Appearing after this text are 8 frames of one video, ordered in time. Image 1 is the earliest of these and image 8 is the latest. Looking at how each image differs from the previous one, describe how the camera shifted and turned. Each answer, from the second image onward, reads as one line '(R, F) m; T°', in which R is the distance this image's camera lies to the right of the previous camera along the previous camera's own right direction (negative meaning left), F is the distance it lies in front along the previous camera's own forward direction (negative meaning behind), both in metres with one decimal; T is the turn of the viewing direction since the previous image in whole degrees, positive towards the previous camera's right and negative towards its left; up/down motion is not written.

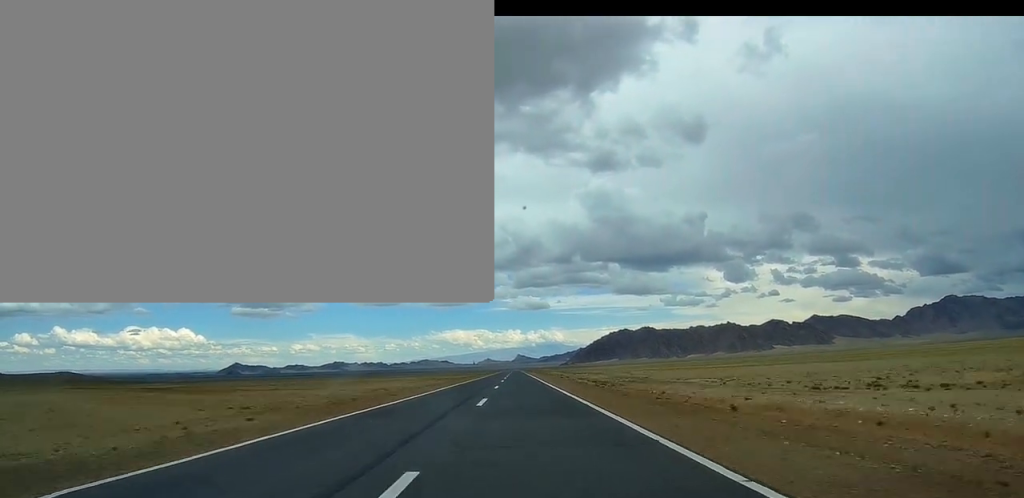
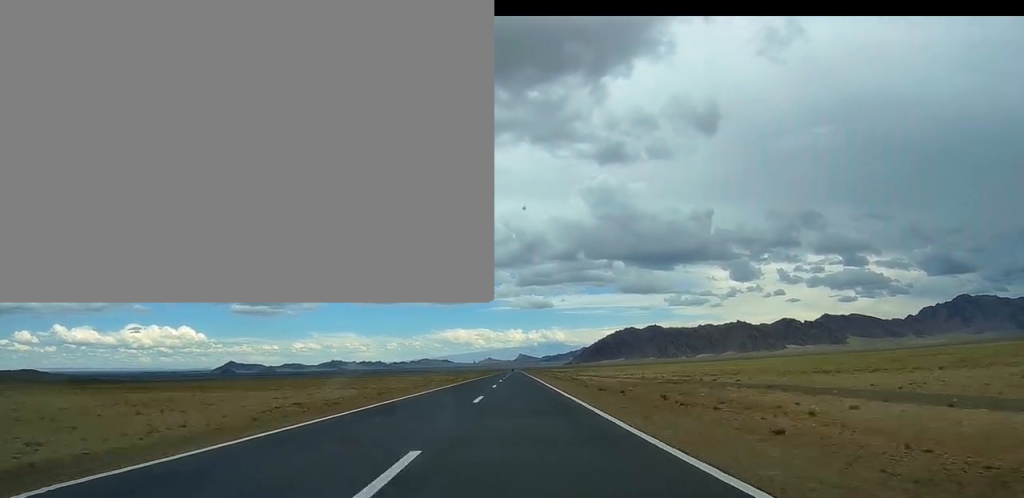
(-0.6, +222.1) m; 0°
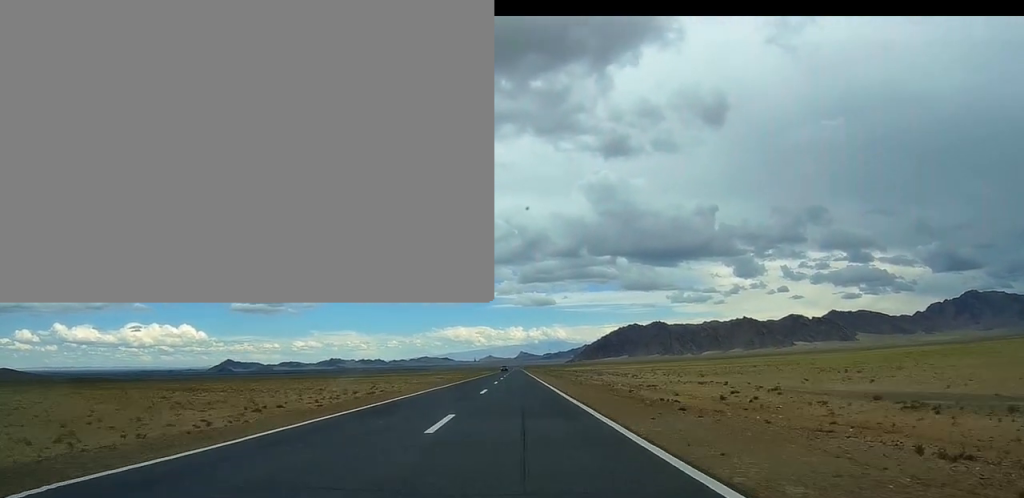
(-0.3, +132.3) m; 0°
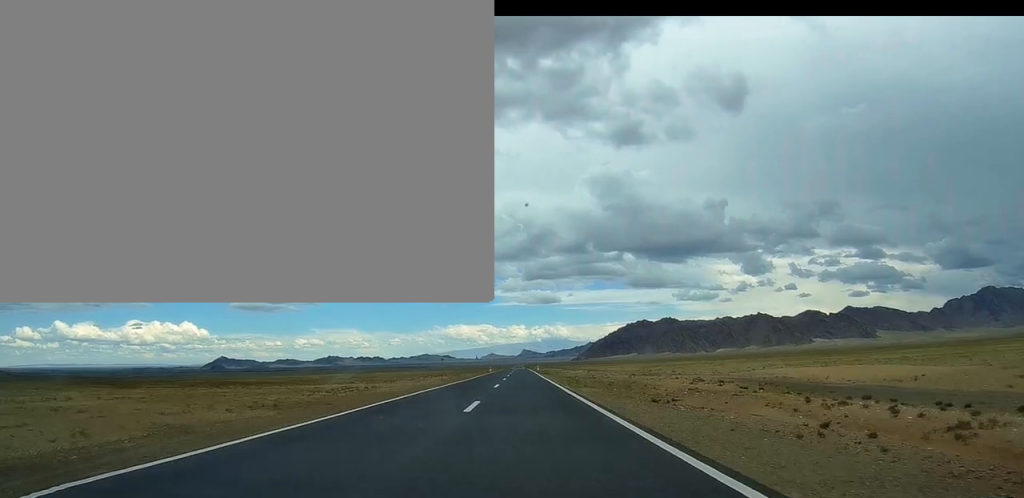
(+0.5, +276.7) m; 0°
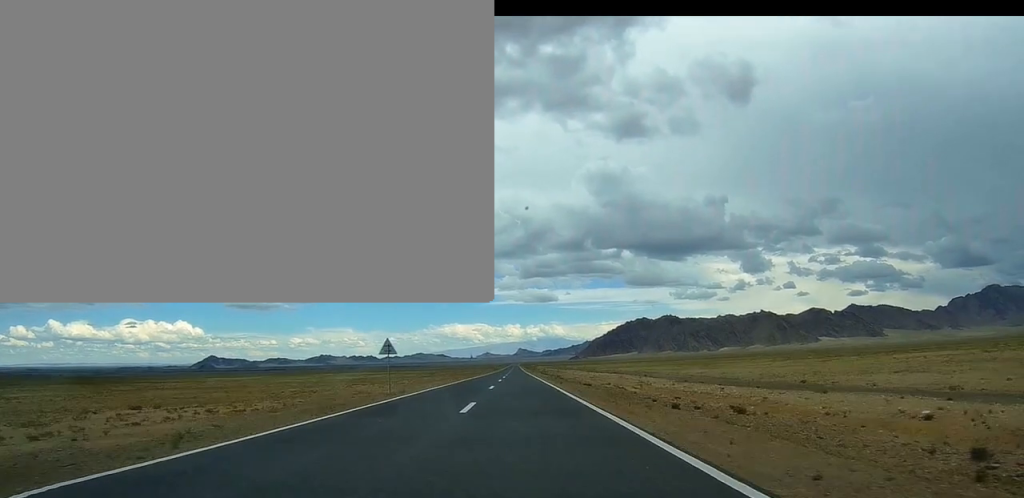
(+0.2, +170.4) m; 0°
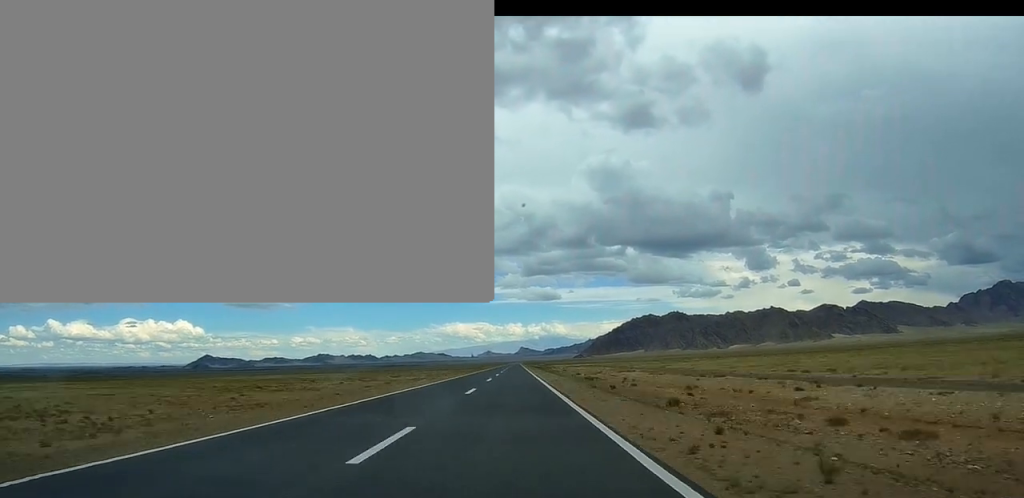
(+0.2, +179.1) m; 0°
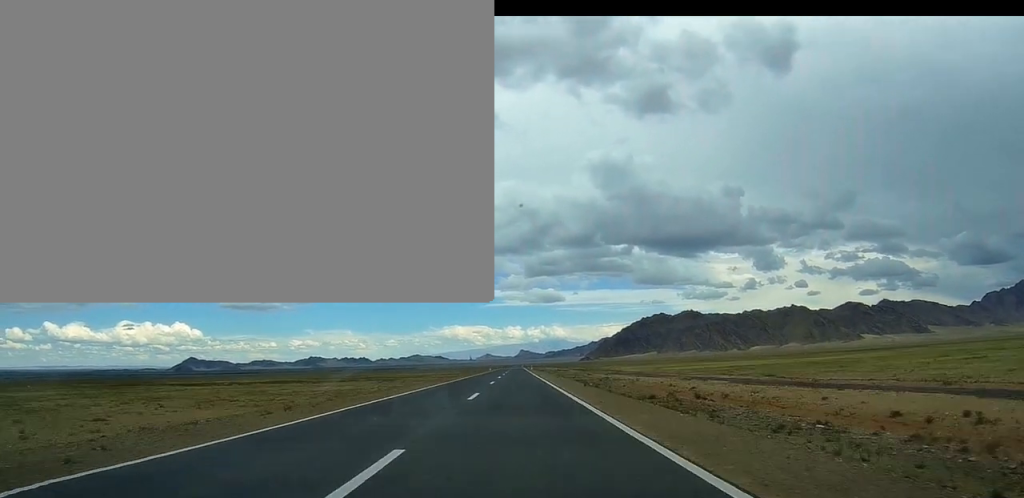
(-1.0, +403.2) m; 0°
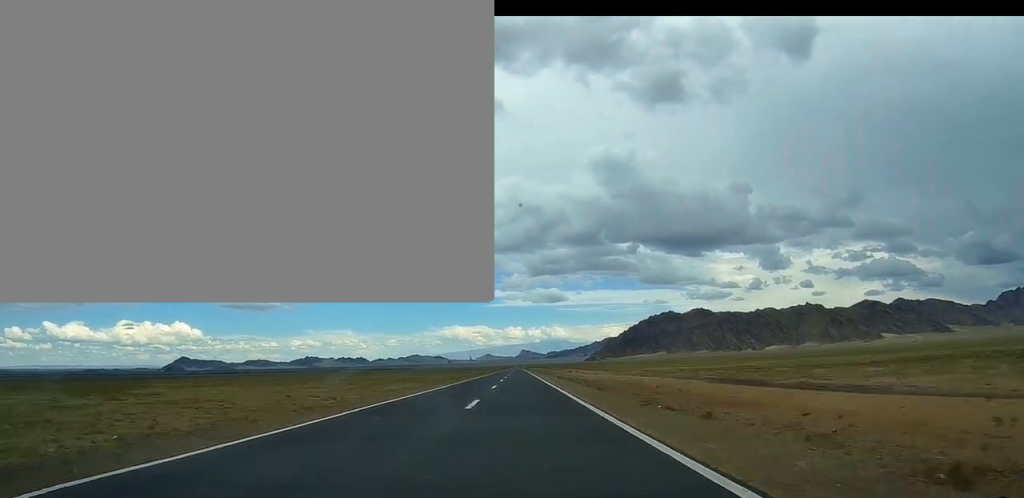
(-0.1, +234.5) m; 0°
